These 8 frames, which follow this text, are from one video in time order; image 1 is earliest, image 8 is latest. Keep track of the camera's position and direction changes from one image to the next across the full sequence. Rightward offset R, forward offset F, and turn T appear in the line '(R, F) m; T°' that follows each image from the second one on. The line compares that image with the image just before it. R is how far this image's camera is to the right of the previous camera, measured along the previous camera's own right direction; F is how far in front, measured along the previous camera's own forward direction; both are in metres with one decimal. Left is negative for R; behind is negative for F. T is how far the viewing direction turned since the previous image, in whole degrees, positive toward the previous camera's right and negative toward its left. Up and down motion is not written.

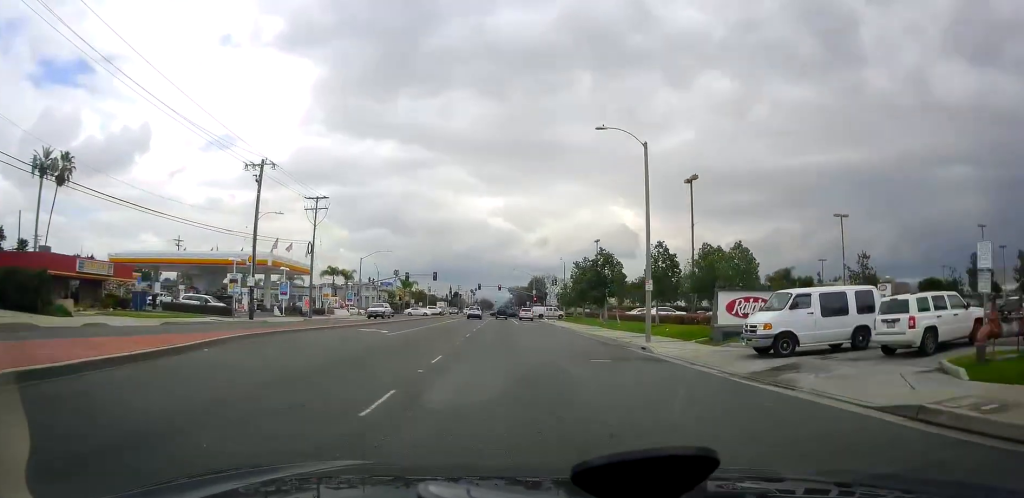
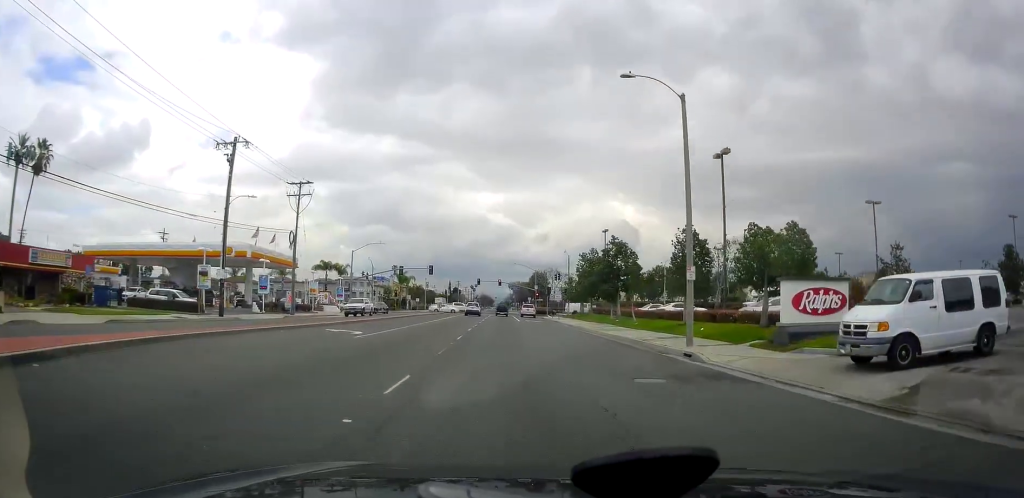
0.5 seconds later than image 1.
(-0.1, +5.8) m; -1°
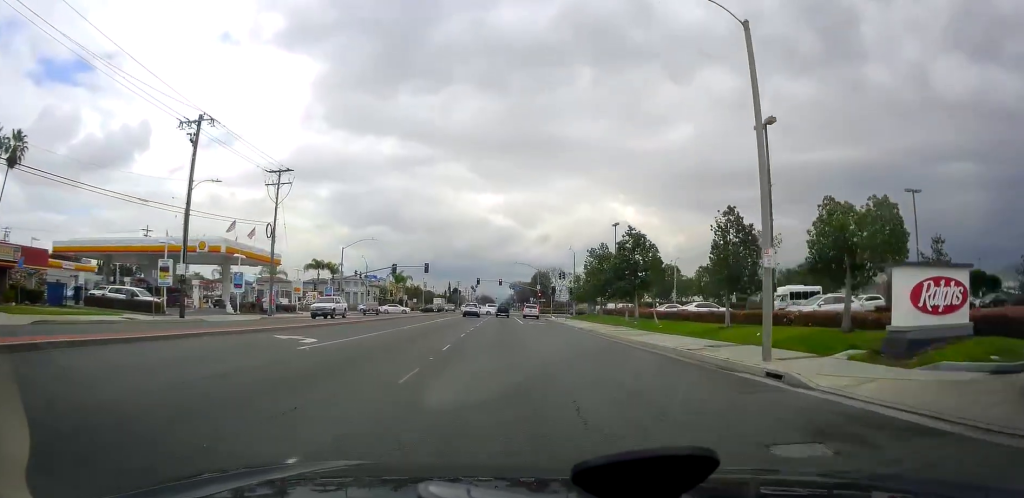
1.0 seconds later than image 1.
(0.0, +6.1) m; -1°
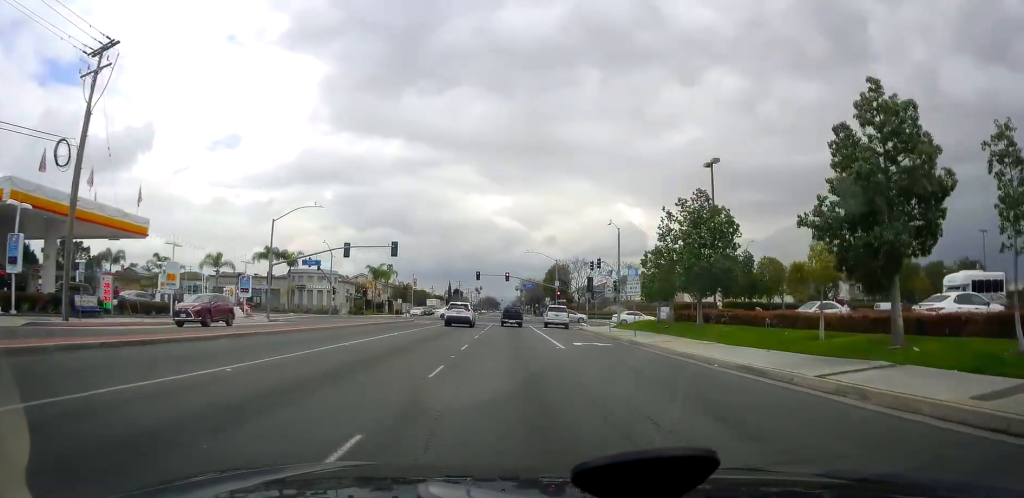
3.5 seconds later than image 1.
(-0.7, +28.9) m; 0°
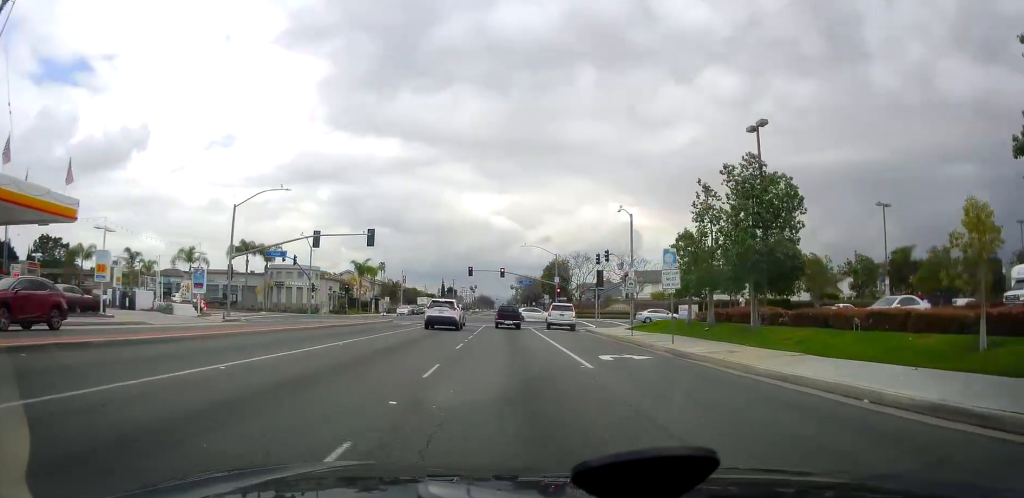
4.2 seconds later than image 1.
(+0.1, +7.7) m; 0°
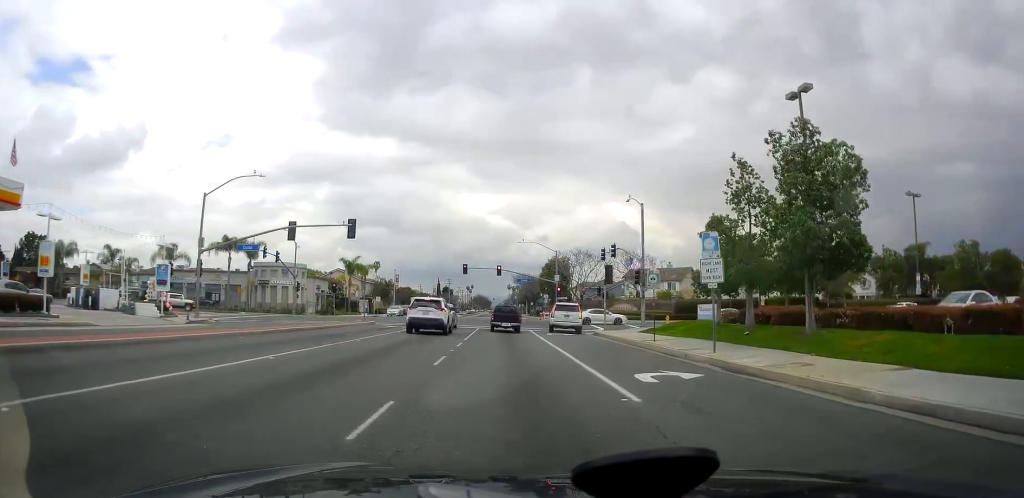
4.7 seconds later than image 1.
(0.0, +5.1) m; 0°
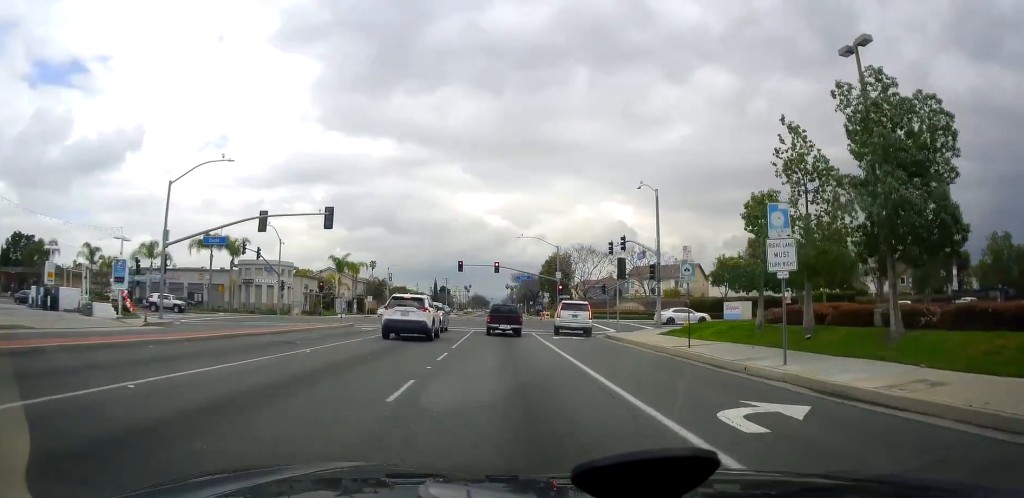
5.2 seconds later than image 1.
(0.0, +4.9) m; 0°
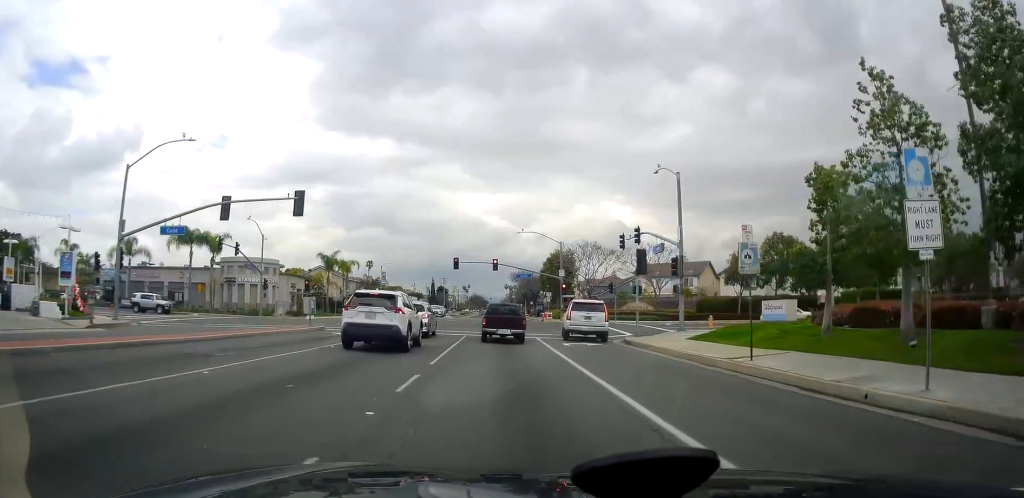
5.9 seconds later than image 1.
(0.0, +5.4) m; 0°
